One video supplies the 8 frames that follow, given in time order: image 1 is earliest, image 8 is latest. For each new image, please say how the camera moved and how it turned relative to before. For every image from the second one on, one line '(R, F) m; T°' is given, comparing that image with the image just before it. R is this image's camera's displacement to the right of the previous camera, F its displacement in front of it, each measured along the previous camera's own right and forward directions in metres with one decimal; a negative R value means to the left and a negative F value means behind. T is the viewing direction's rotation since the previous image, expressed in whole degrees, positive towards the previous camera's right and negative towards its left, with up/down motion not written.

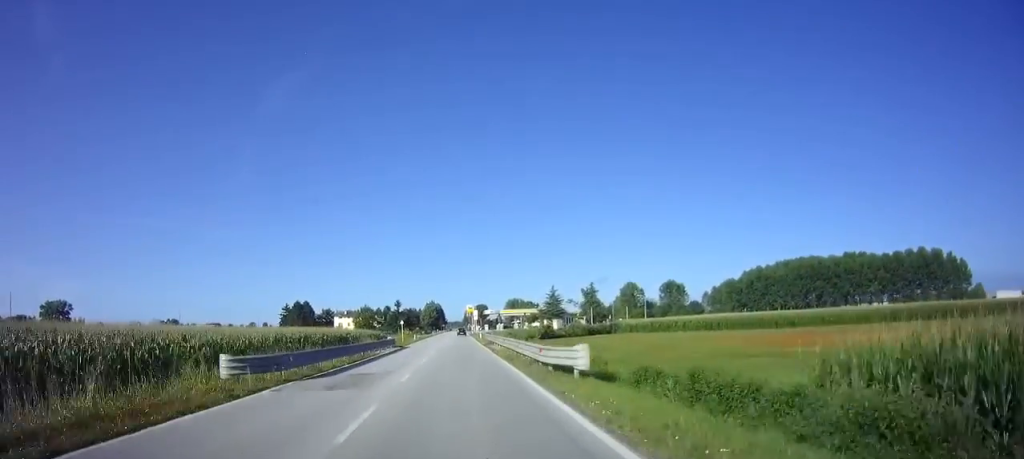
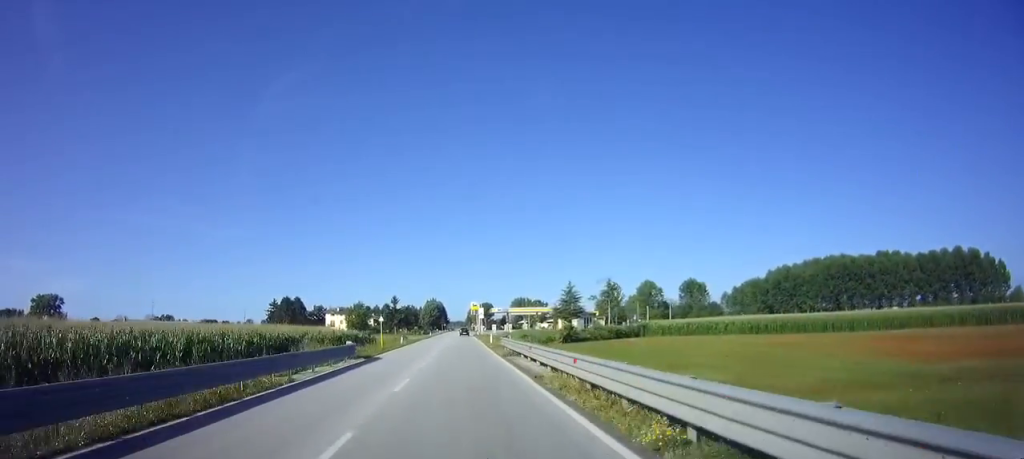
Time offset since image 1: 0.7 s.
(+0.1, +17.7) m; 0°
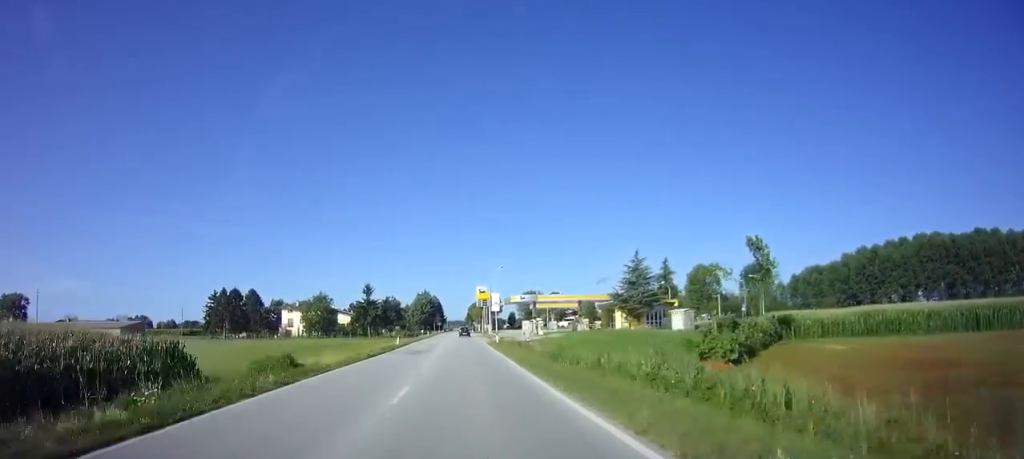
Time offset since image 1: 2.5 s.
(-0.2, +46.0) m; 0°
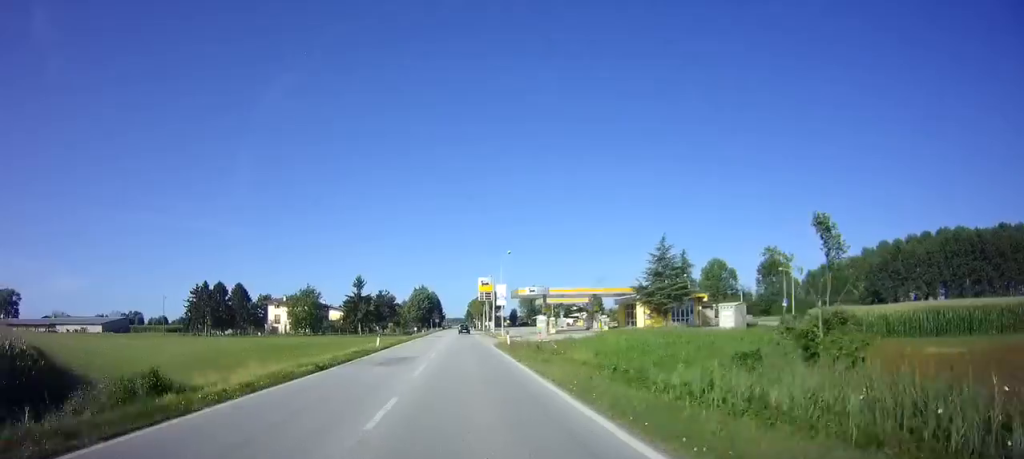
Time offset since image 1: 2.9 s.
(+0.1, +9.9) m; 0°
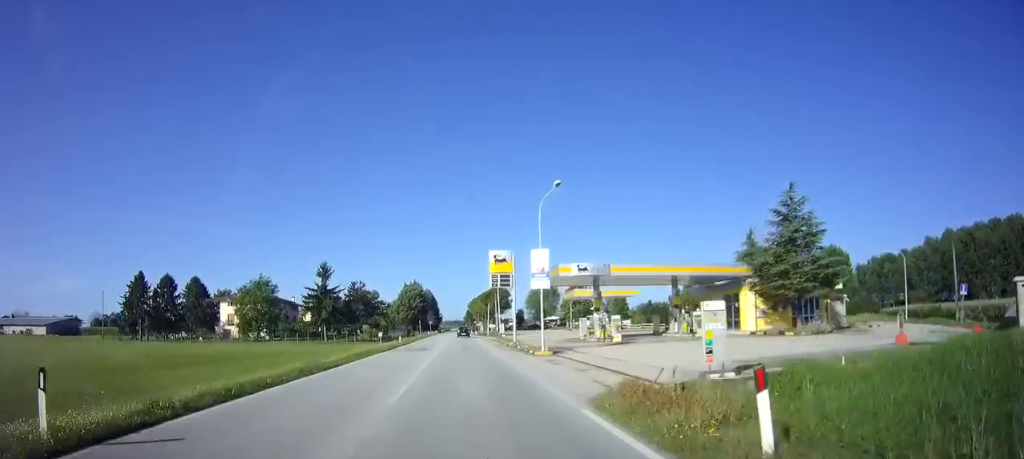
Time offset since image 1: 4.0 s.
(0.0, +26.9) m; 0°
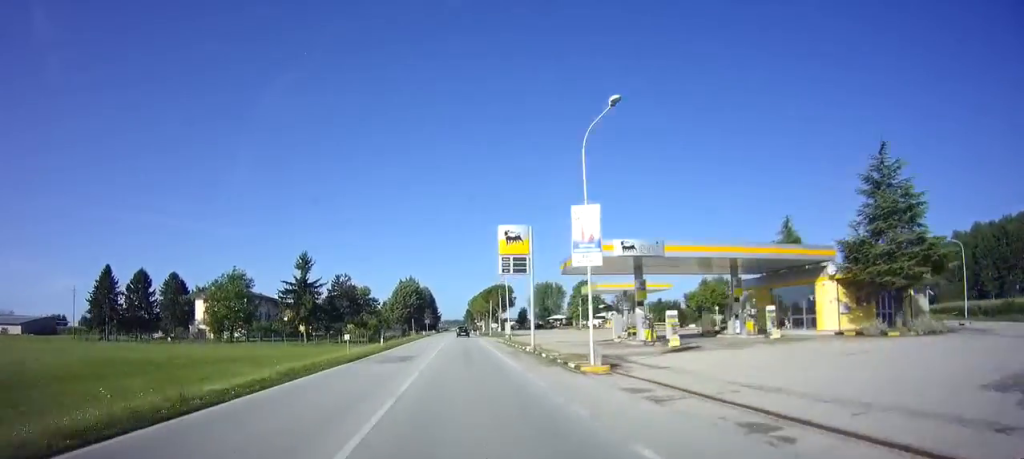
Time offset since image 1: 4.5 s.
(0.0, +11.2) m; 0°
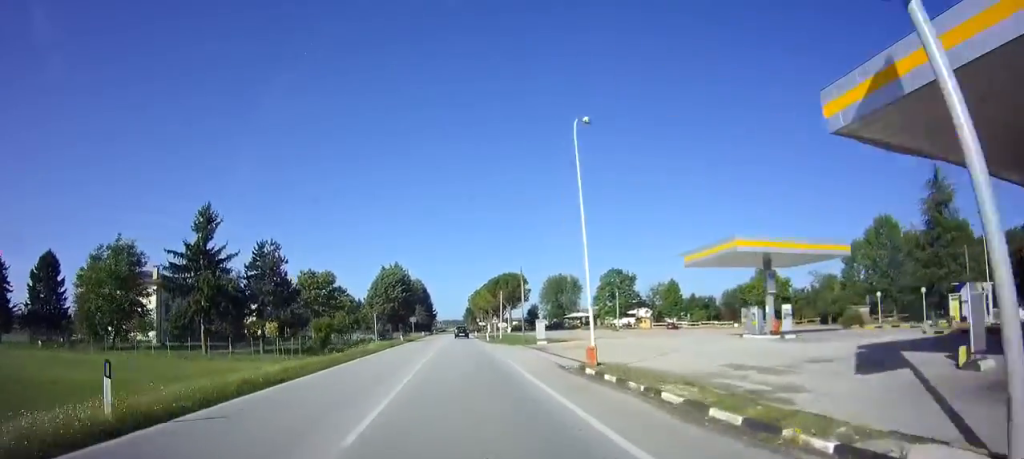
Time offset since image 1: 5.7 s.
(+0.1, +28.4) m; 0°
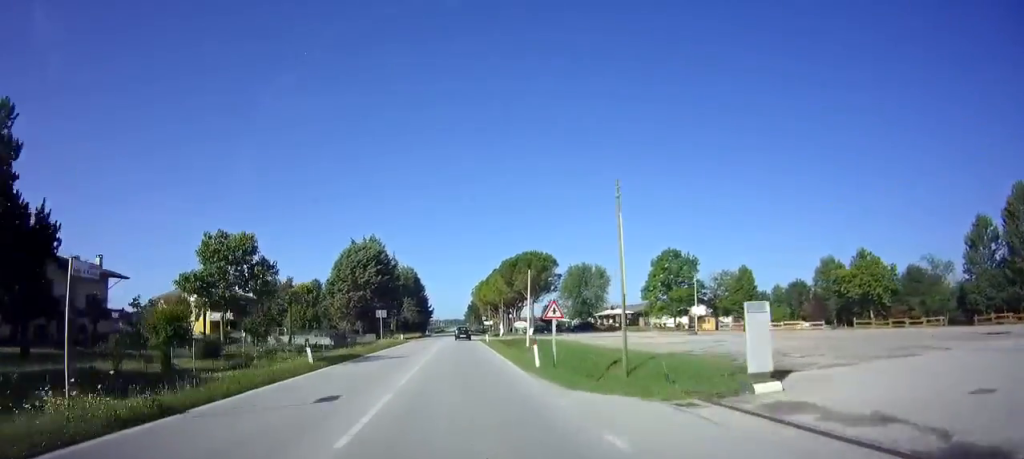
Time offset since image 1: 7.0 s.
(0.0, +29.9) m; 0°
